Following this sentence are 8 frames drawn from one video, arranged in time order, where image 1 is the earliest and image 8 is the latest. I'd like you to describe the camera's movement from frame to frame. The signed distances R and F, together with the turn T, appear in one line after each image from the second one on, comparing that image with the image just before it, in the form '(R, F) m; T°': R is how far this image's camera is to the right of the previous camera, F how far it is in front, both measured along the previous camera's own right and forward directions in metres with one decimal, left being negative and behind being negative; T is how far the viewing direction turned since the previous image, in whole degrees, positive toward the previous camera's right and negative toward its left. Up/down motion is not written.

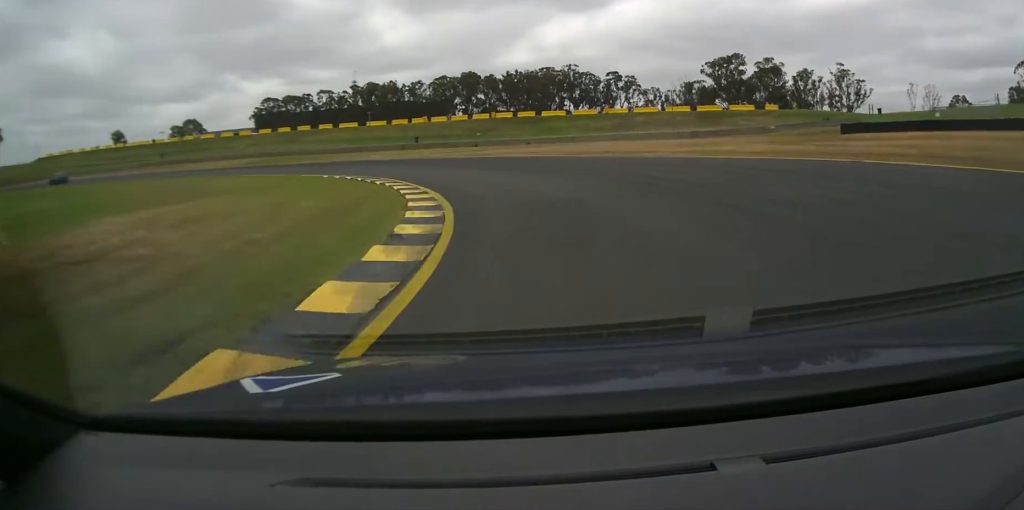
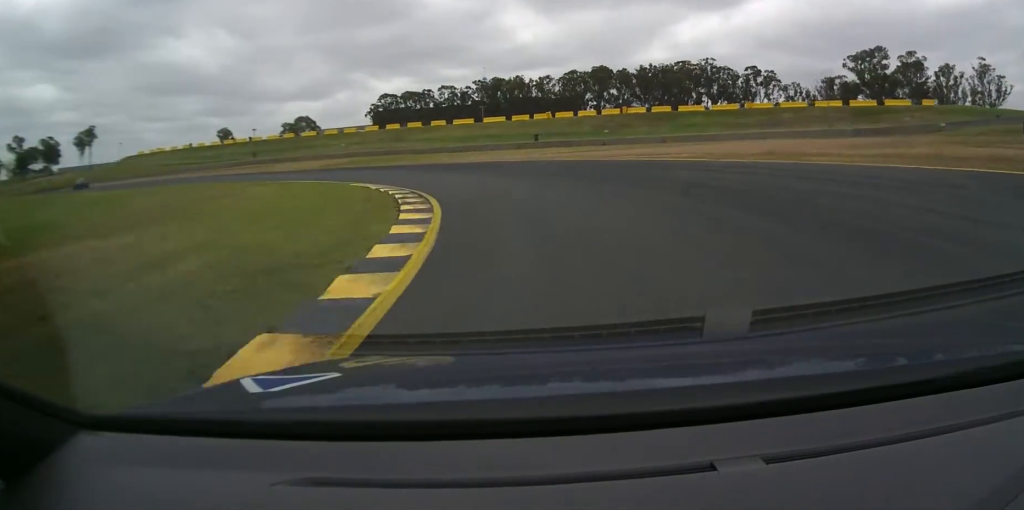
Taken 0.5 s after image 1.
(-1.1, +11.9) m; -12°
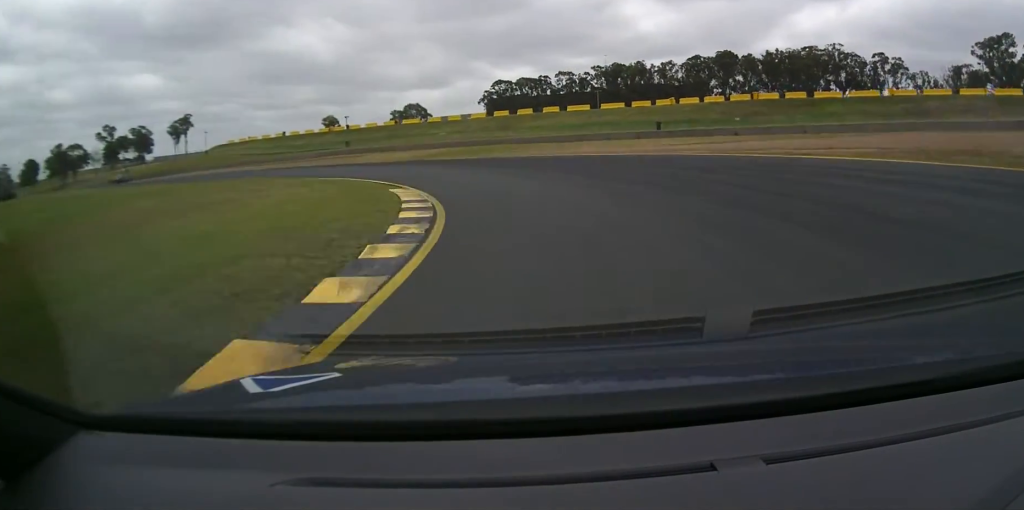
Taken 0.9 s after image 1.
(-1.0, +10.3) m; -10°
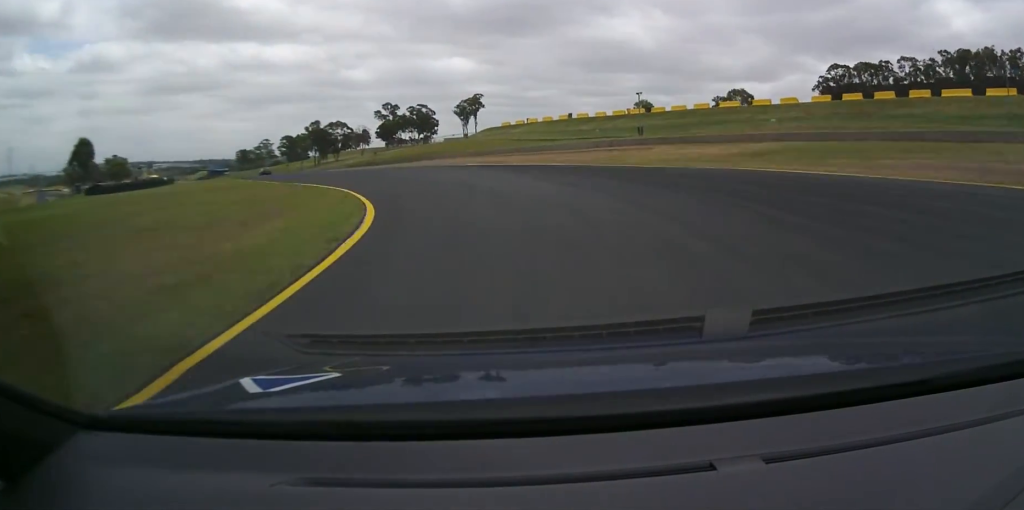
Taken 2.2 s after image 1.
(-8.5, +32.6) m; -25°
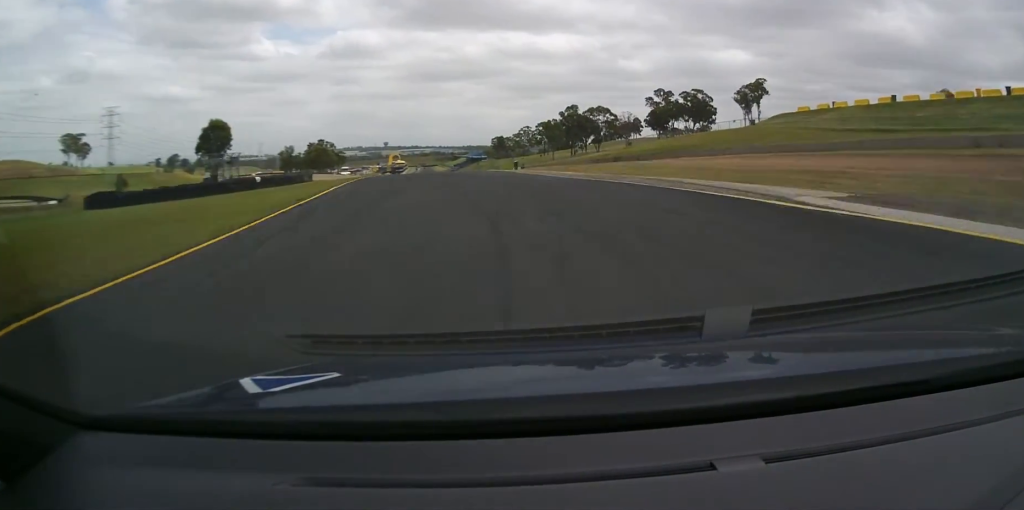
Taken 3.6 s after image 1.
(-7.0, +38.6) m; -19°
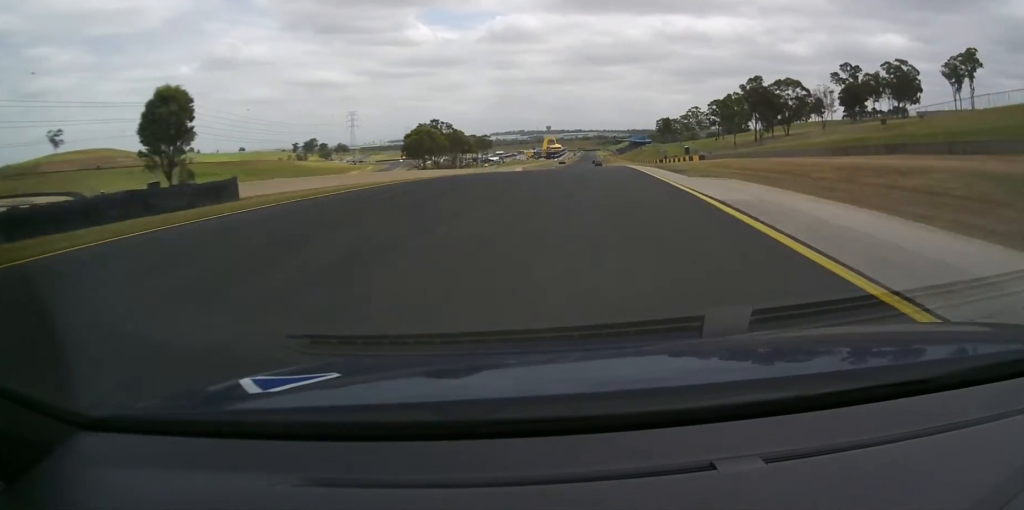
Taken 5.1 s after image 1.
(-4.3, +51.4) m; -5°
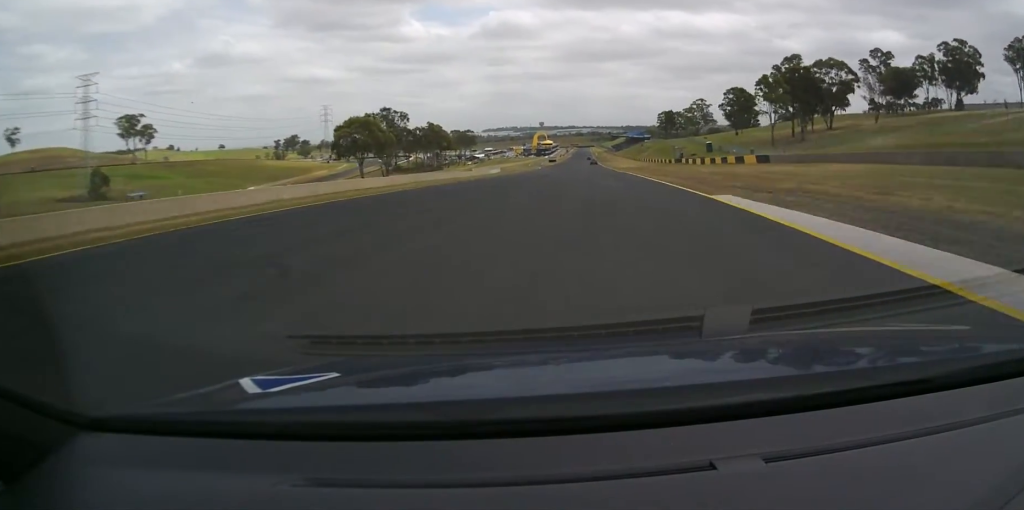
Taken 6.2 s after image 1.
(+0.2, +40.0) m; 0°
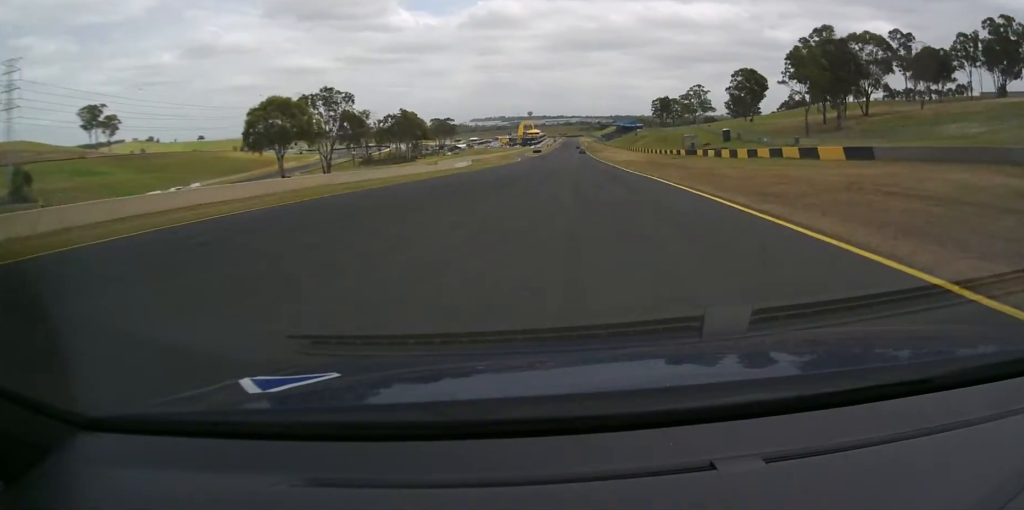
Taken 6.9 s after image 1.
(-0.3, +26.8) m; 0°
